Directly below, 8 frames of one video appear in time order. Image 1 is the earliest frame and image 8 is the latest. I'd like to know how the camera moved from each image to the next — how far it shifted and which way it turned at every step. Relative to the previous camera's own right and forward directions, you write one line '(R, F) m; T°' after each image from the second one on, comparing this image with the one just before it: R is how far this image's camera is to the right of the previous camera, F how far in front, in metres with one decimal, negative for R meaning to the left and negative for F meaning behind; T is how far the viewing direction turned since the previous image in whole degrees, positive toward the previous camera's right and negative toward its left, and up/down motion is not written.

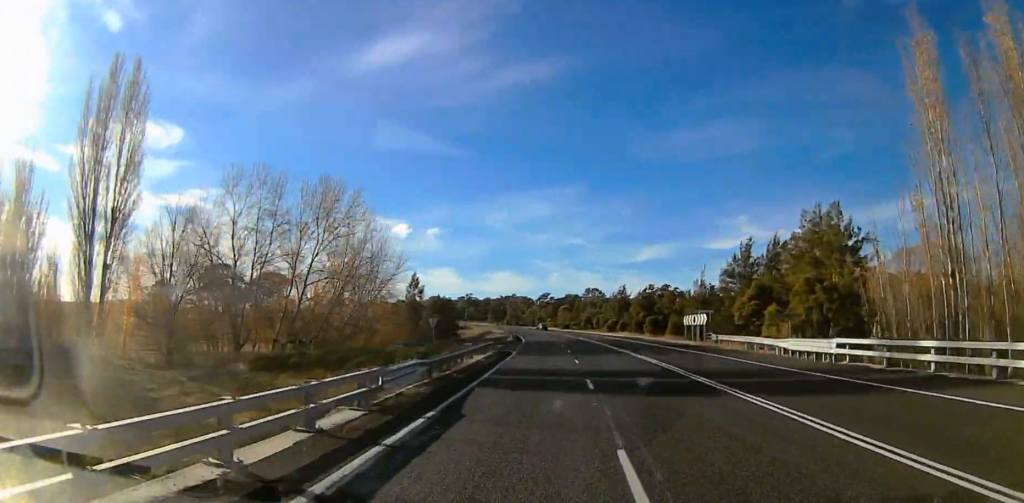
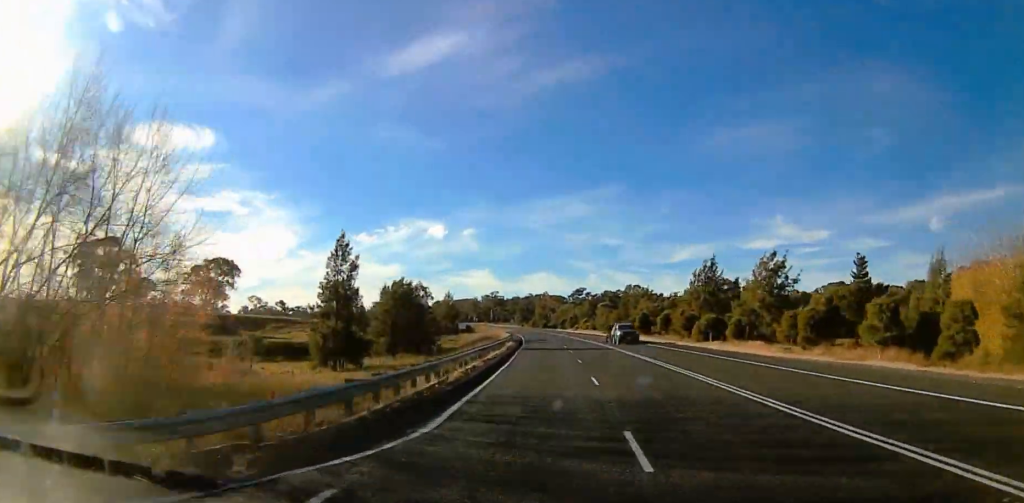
(-2.2, +44.0) m; -1°
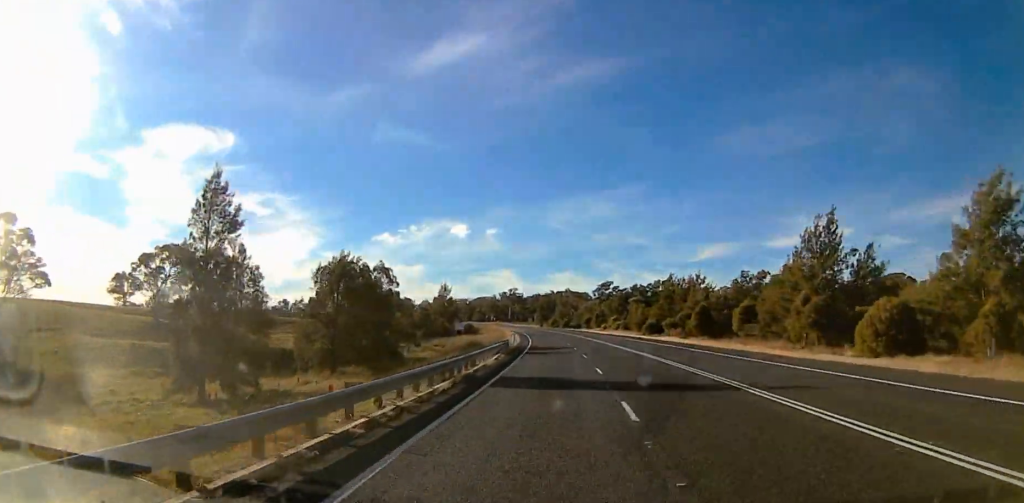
(+1.5, +34.2) m; -1°
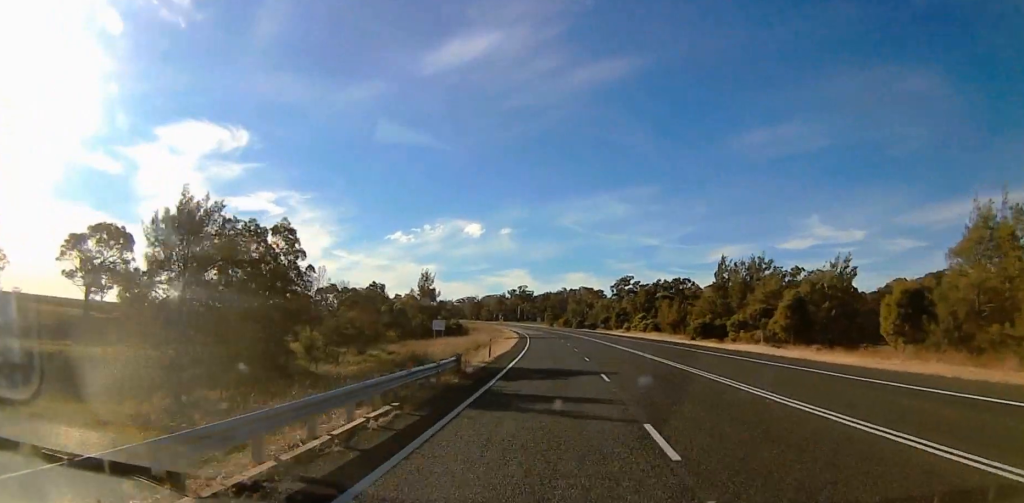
(-2.0, +34.2) m; -4°
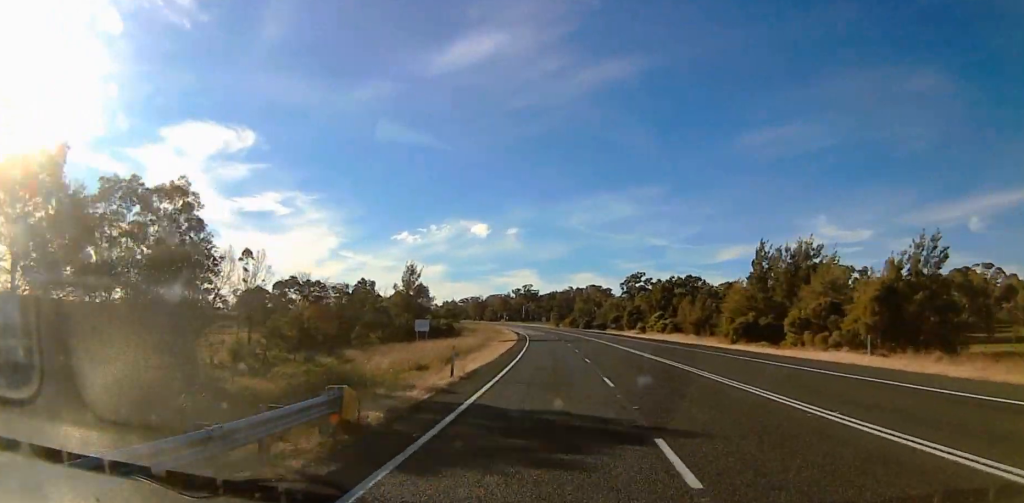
(-0.3, +16.8) m; -1°
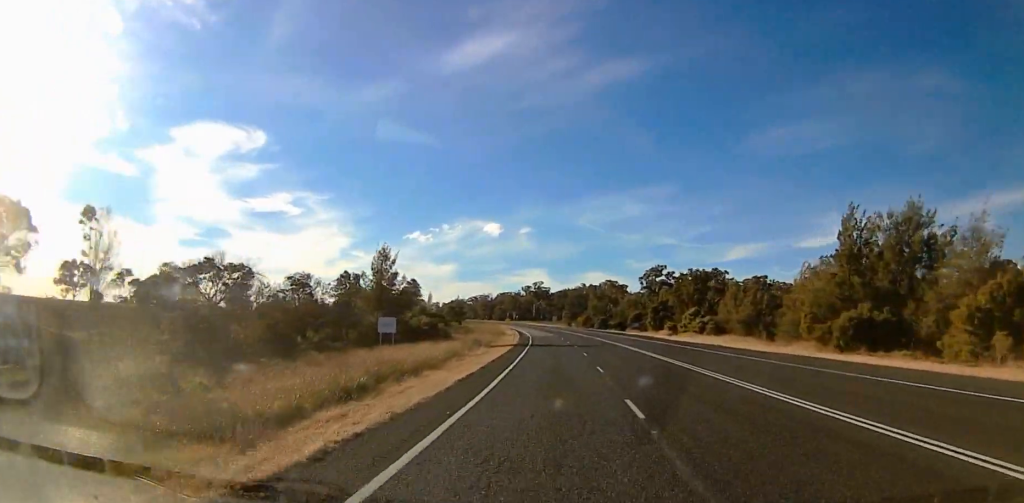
(-0.2, +23.5) m; 0°
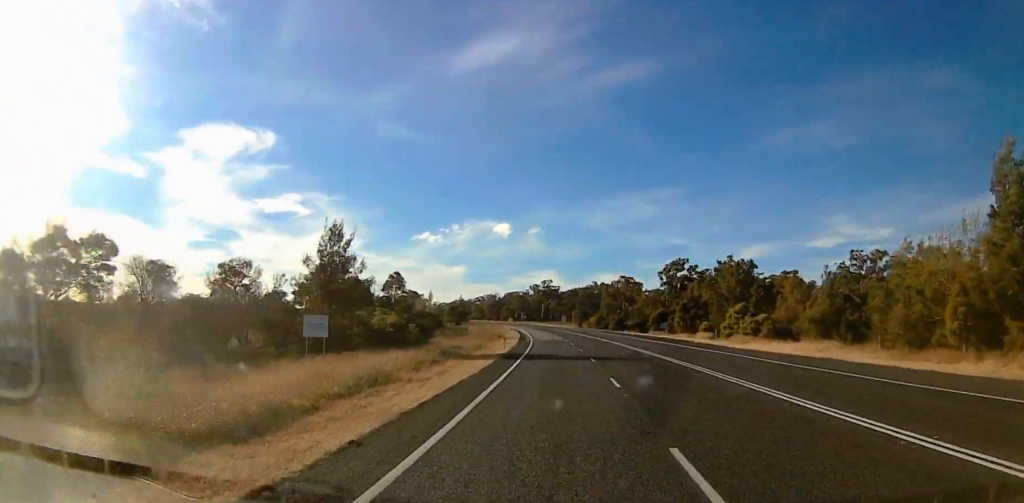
(0.0, +20.4) m; 0°
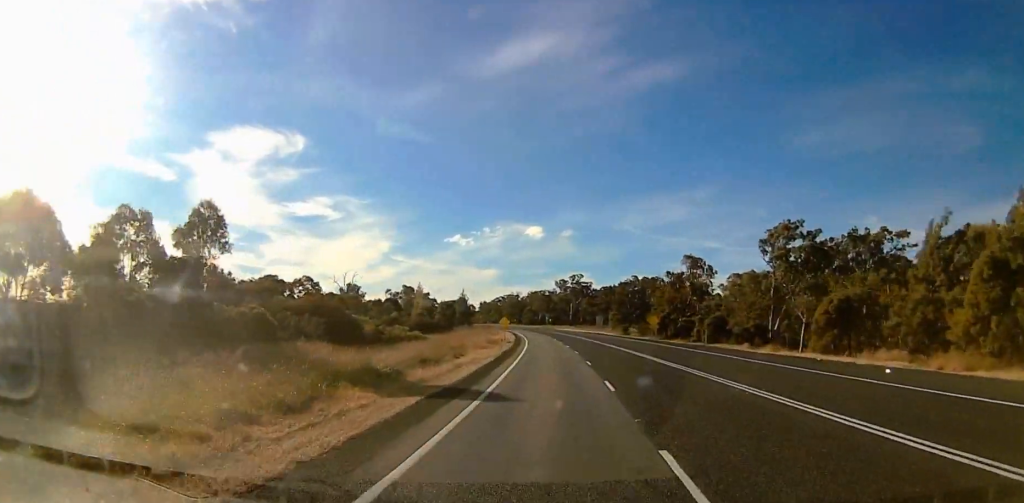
(-0.8, +64.2) m; -2°
